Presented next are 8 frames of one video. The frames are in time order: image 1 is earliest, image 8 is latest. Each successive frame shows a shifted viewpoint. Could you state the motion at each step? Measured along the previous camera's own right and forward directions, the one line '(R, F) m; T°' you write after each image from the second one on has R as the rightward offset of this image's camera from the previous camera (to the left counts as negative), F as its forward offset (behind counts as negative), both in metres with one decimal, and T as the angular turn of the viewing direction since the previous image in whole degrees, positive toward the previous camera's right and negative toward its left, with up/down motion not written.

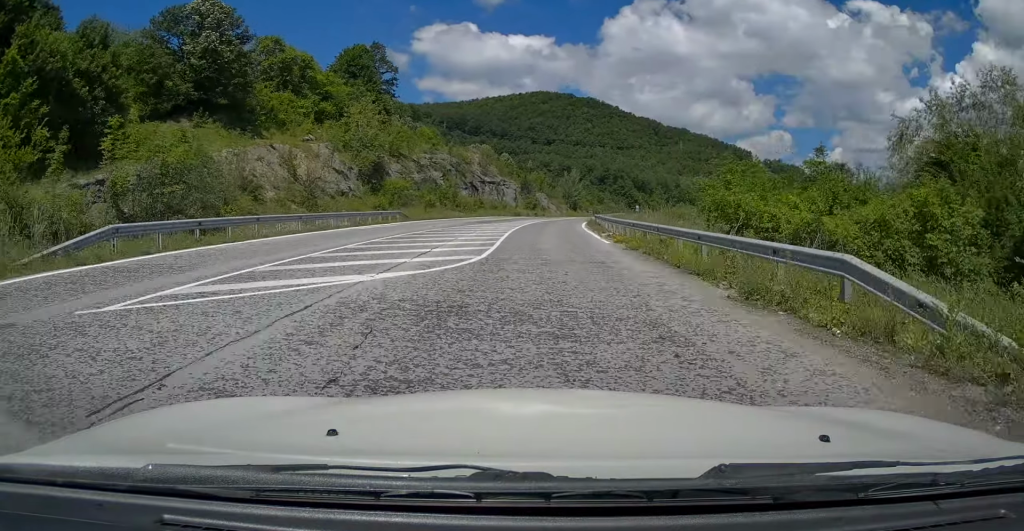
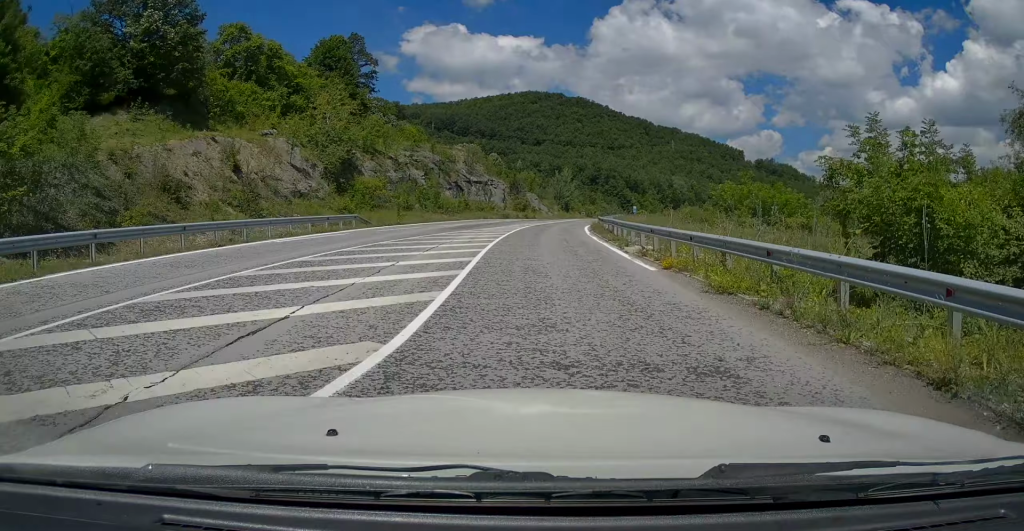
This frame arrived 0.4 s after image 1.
(+0.1, +8.5) m; +2°
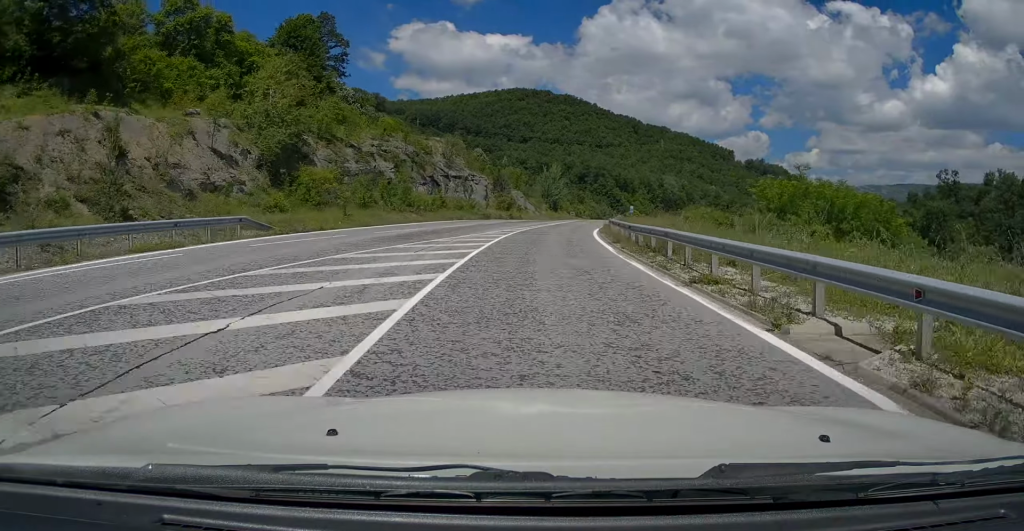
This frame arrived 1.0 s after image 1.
(+0.3, +12.2) m; +3°
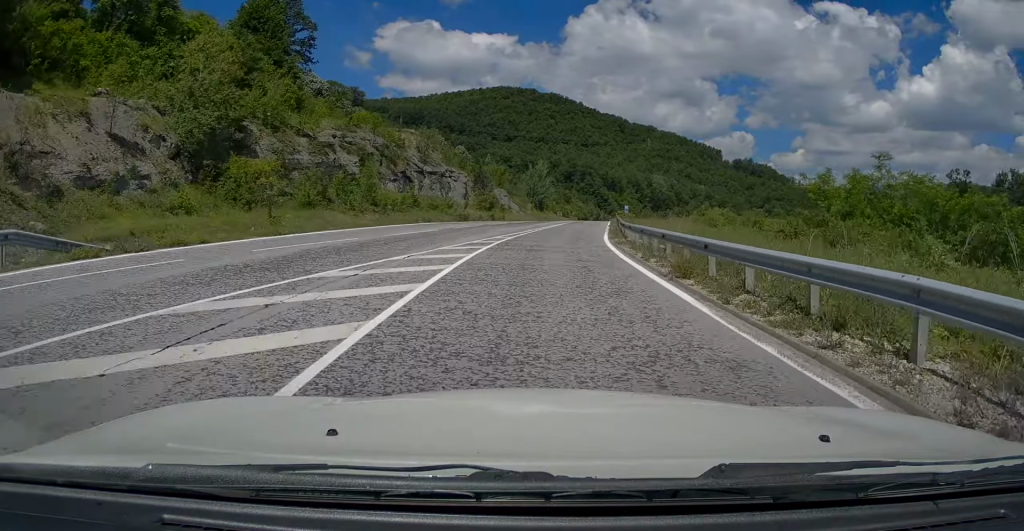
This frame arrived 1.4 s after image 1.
(+0.2, +10.2) m; +2°
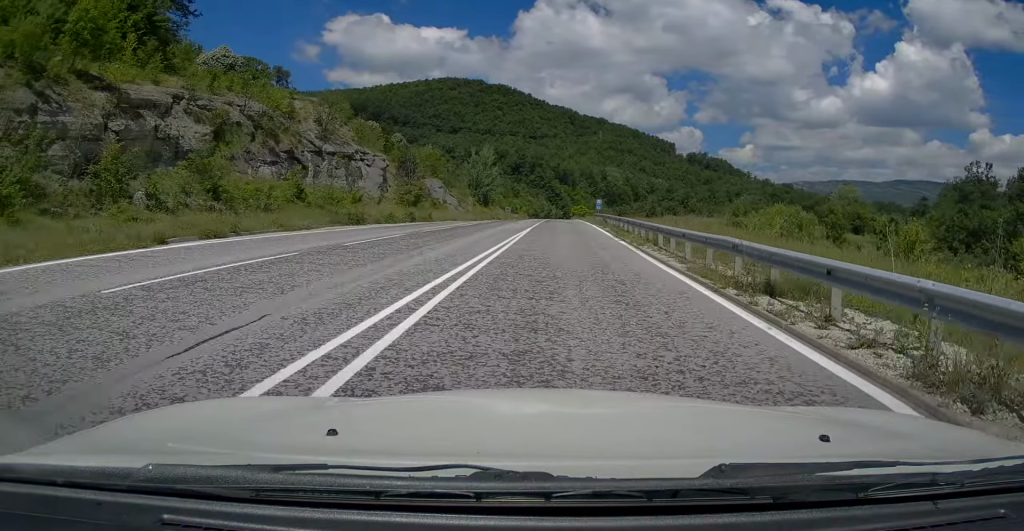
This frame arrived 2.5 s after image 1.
(+1.1, +24.5) m; +4°
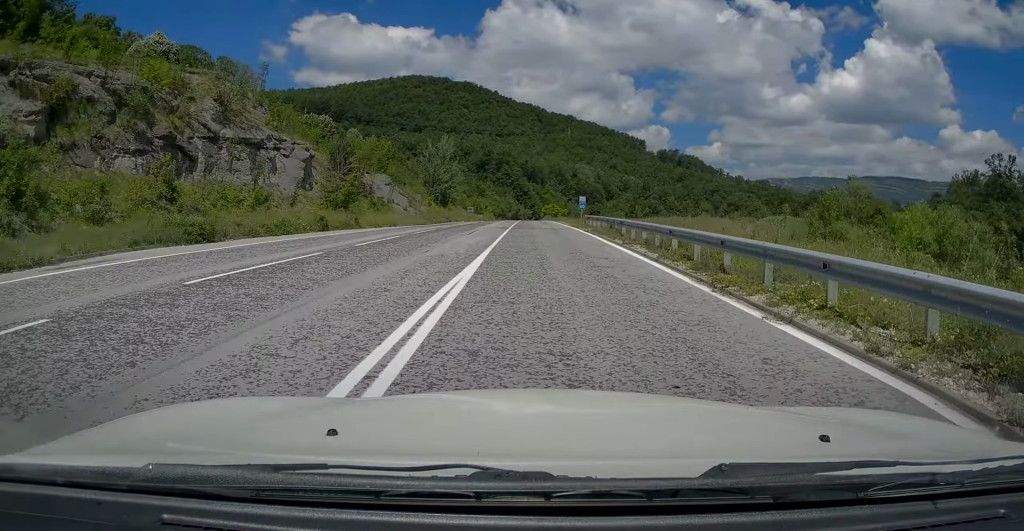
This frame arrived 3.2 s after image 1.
(+0.2, +15.8) m; +2°
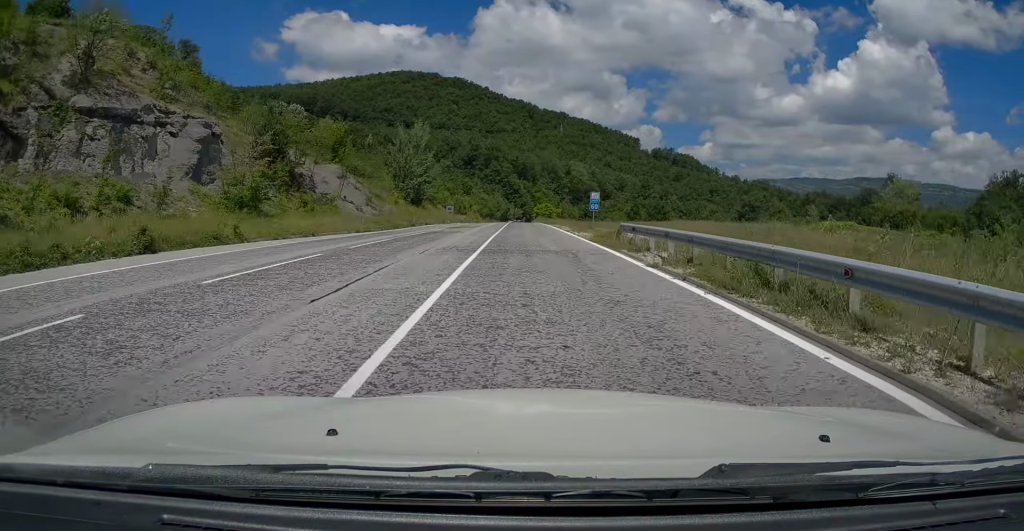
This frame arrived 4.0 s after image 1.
(+0.5, +17.0) m; +1°
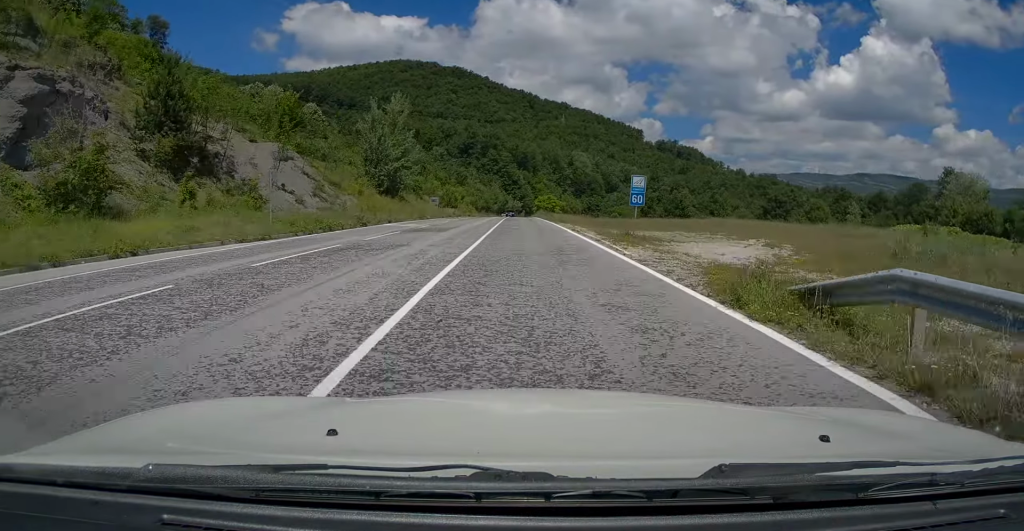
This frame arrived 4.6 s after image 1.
(+0.1, +15.5) m; 0°
